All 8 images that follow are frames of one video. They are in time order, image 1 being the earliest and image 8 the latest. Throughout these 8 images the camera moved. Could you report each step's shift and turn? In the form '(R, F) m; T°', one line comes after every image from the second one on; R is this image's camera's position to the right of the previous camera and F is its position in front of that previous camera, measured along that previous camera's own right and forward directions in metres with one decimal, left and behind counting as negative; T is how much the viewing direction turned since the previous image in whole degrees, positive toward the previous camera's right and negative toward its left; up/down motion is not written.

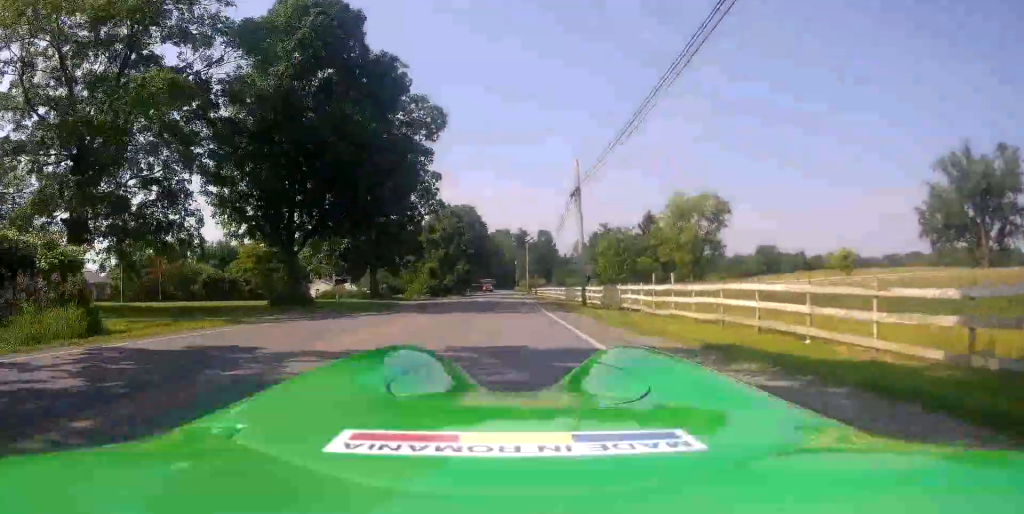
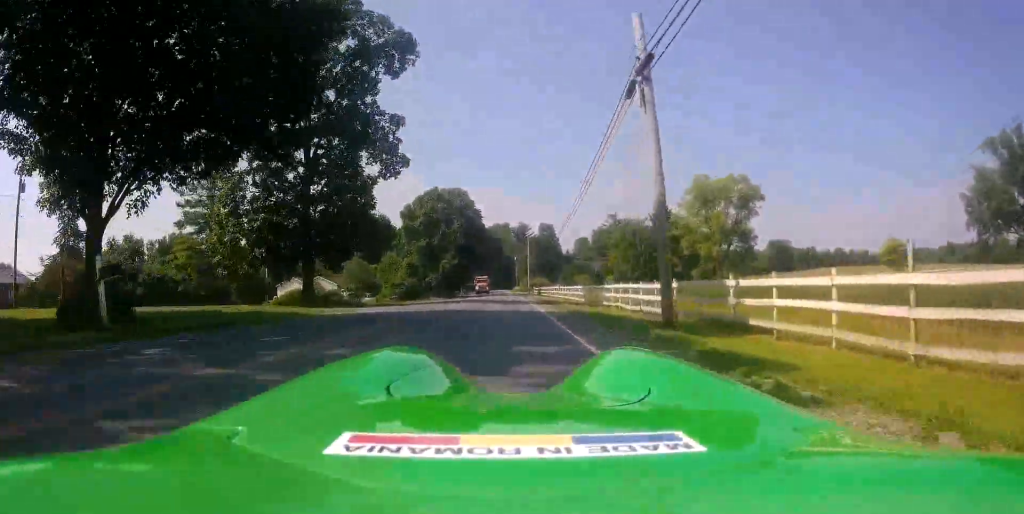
(-0.2, +15.8) m; 0°
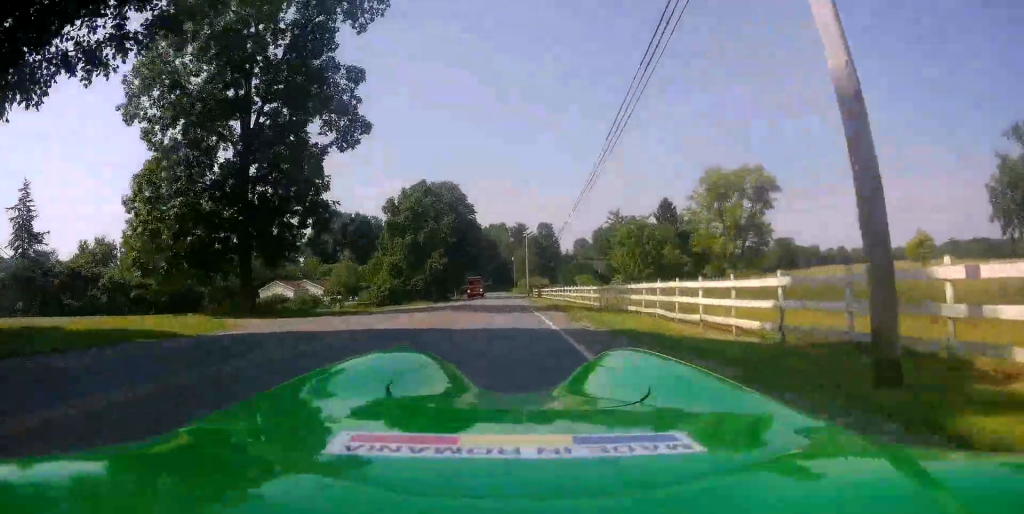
(-0.1, +7.9) m; 0°
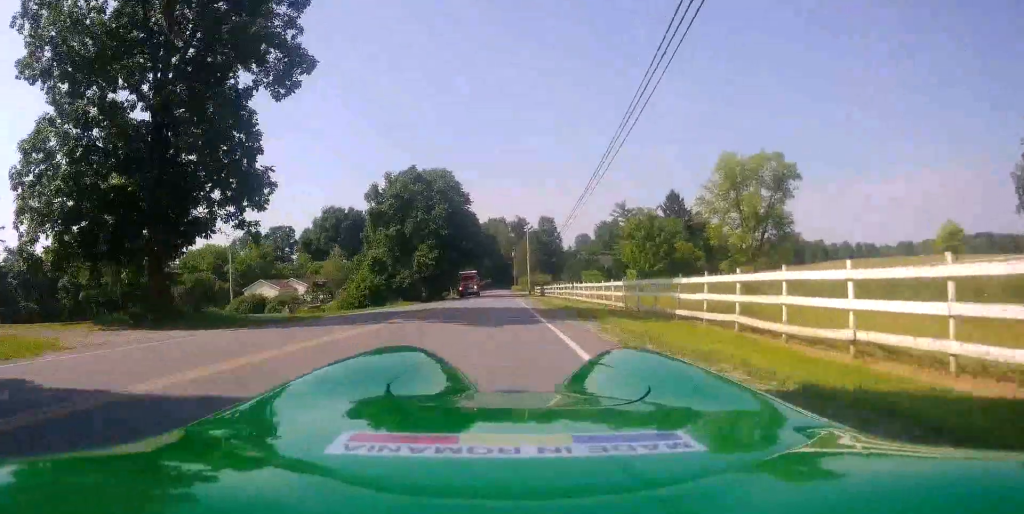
(+0.3, +7.2) m; -1°
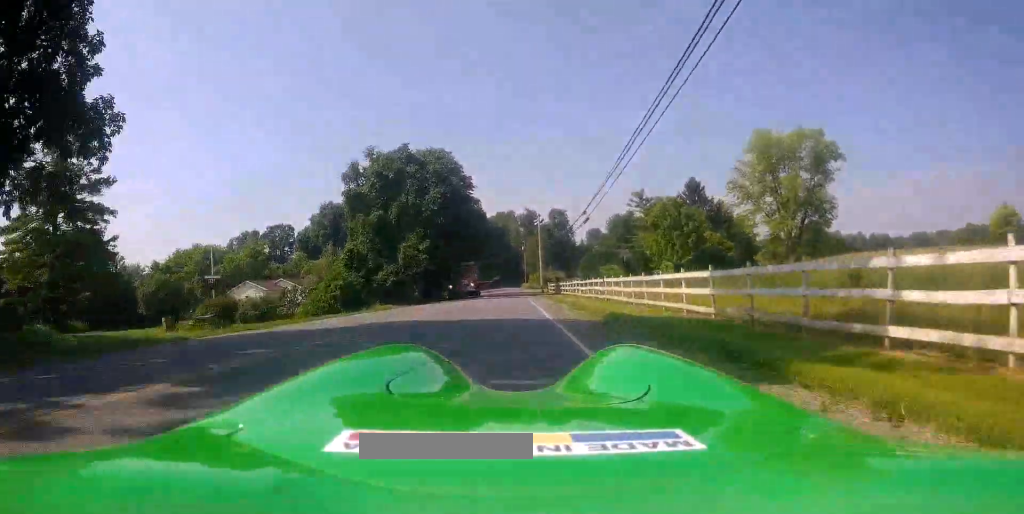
(0.0, +9.9) m; -1°
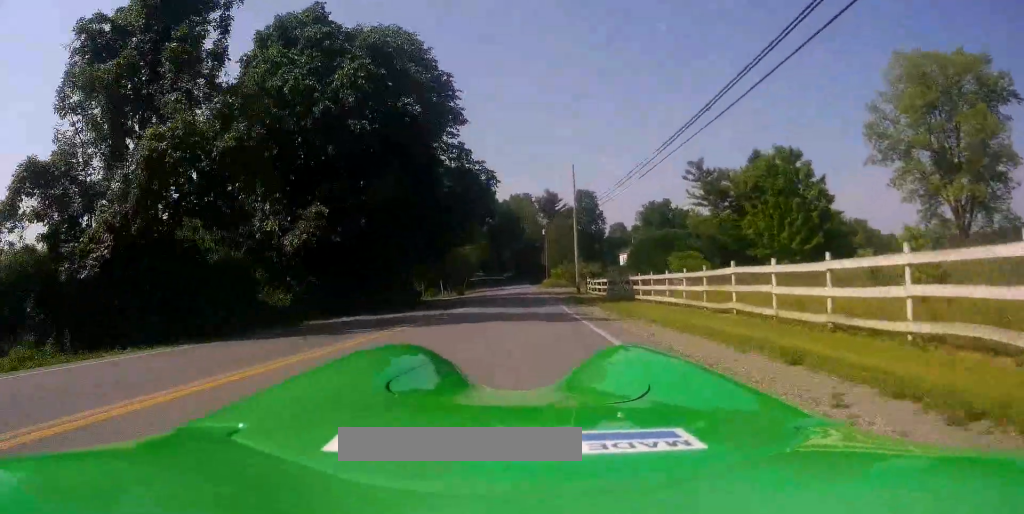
(-1.0, +31.0) m; -1°
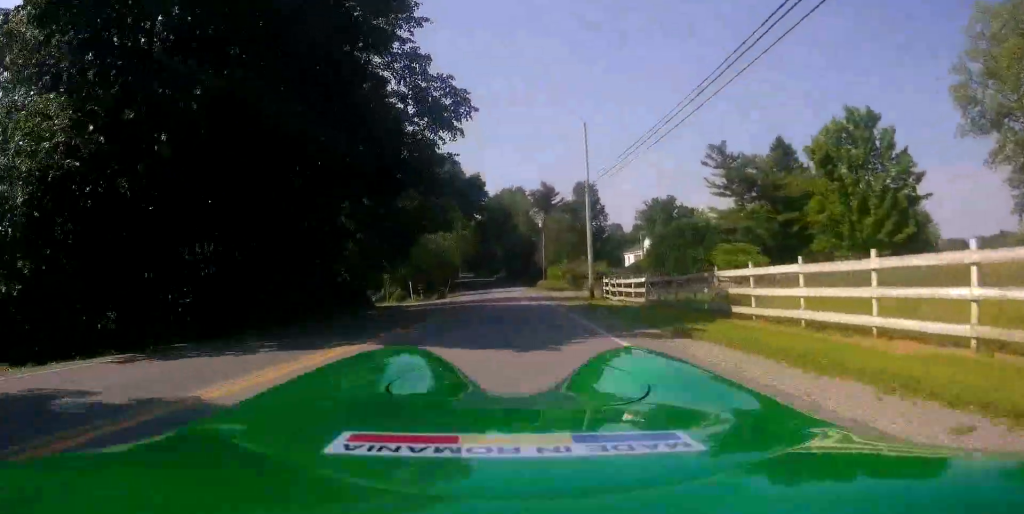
(0.0, +13.2) m; 0°
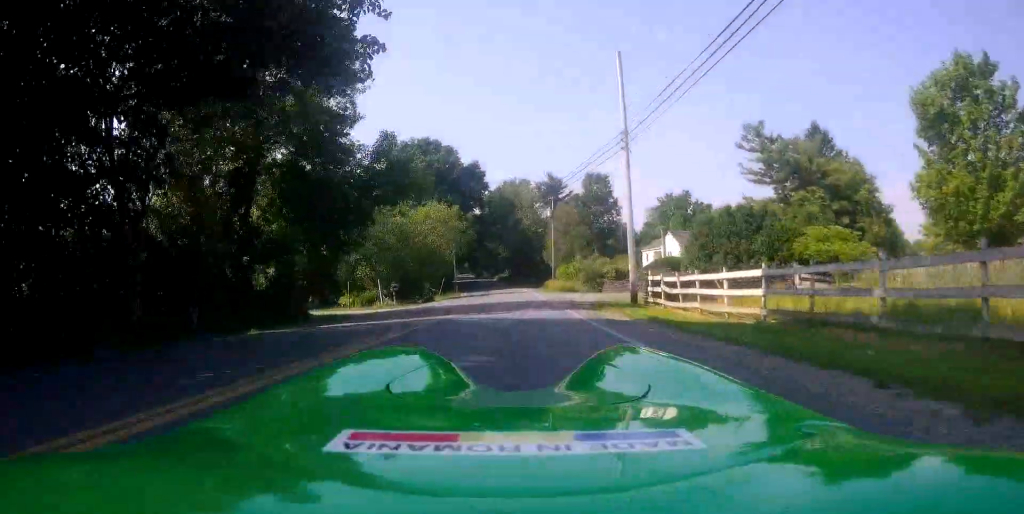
(-0.1, +11.2) m; 0°
